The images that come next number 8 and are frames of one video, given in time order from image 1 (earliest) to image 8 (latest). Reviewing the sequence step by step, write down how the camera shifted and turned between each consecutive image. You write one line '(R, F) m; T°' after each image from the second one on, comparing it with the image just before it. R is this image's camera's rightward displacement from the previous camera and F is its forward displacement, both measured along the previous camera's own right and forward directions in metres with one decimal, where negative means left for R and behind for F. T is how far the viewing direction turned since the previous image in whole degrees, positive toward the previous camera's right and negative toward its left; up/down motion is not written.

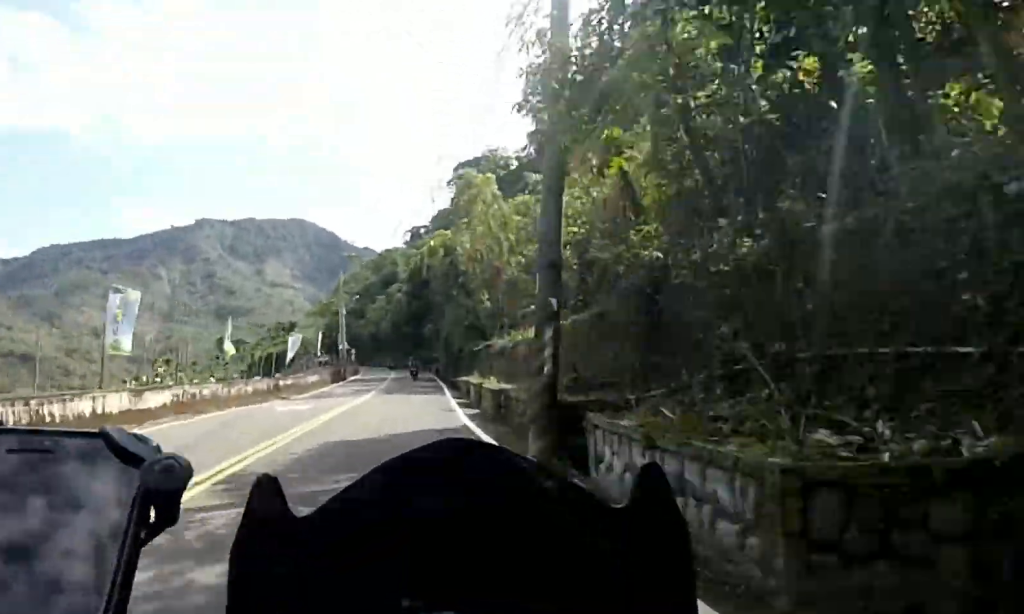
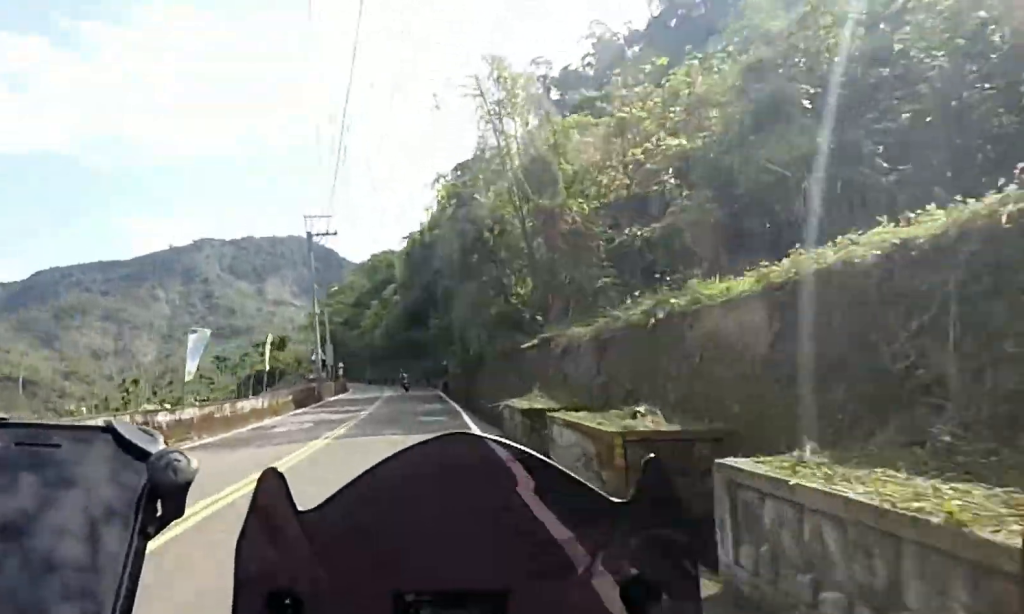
(+0.2, +15.1) m; -1°
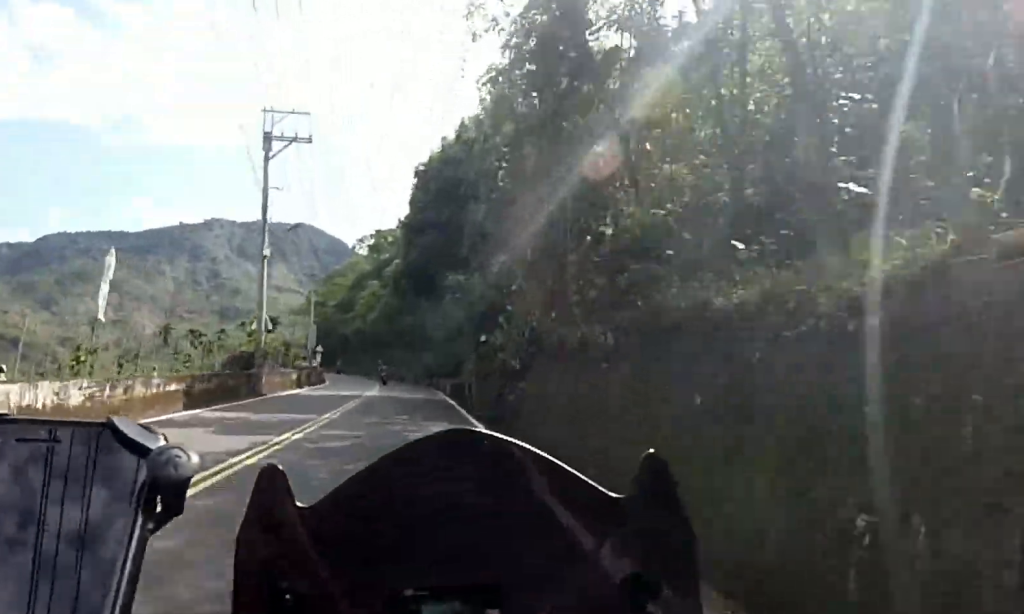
(+0.4, +14.5) m; -2°
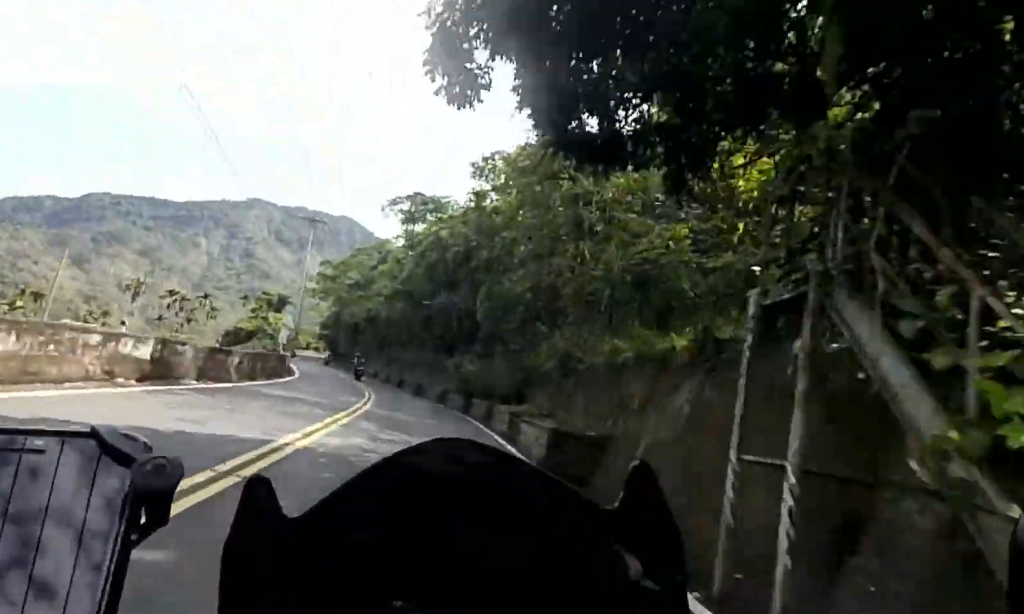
(-1.2, +19.5) m; -3°
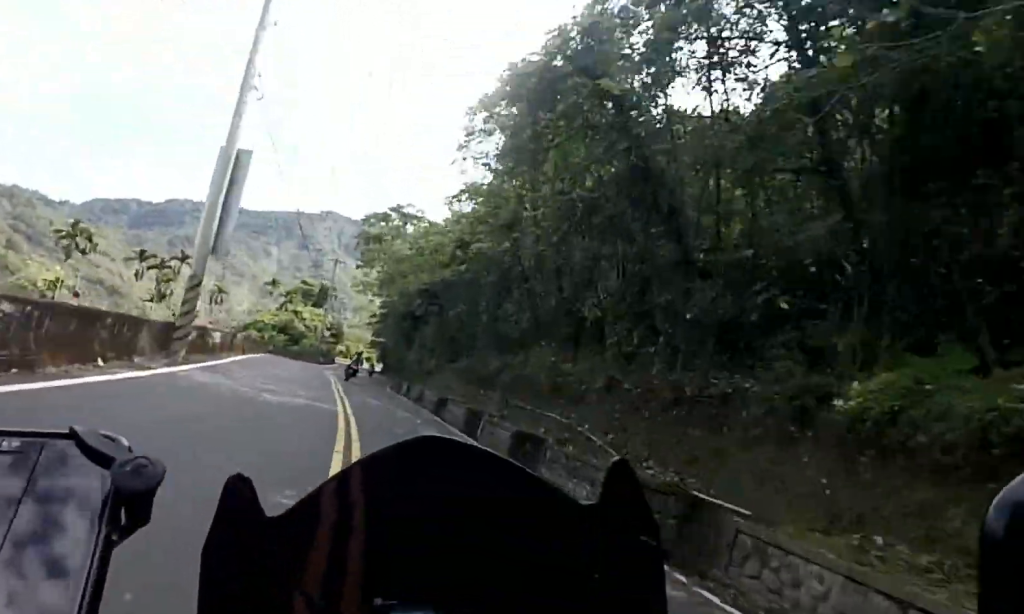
(-0.6, +27.8) m; -1°
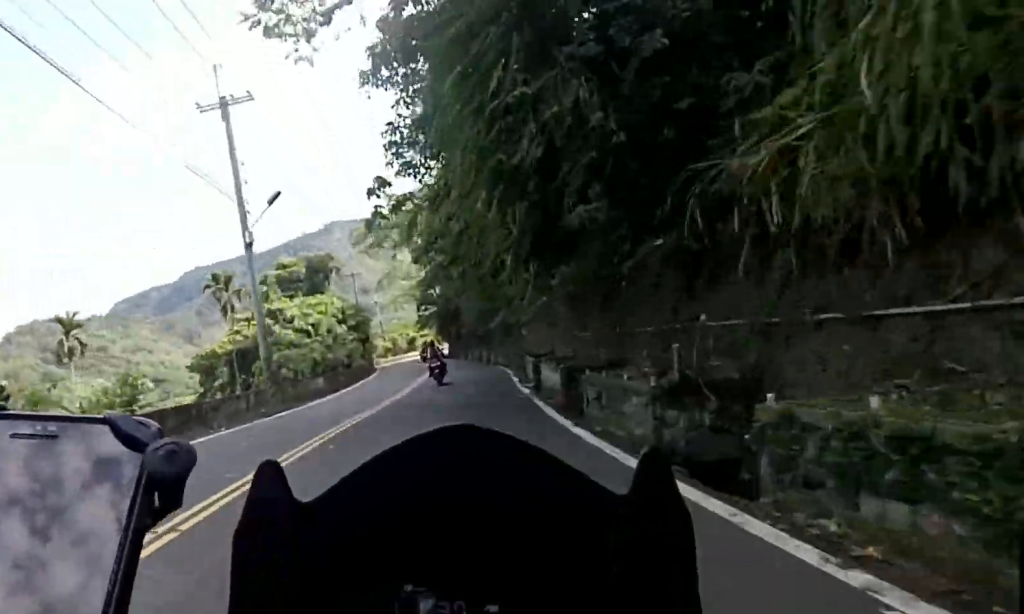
(-0.5, +36.9) m; -2°
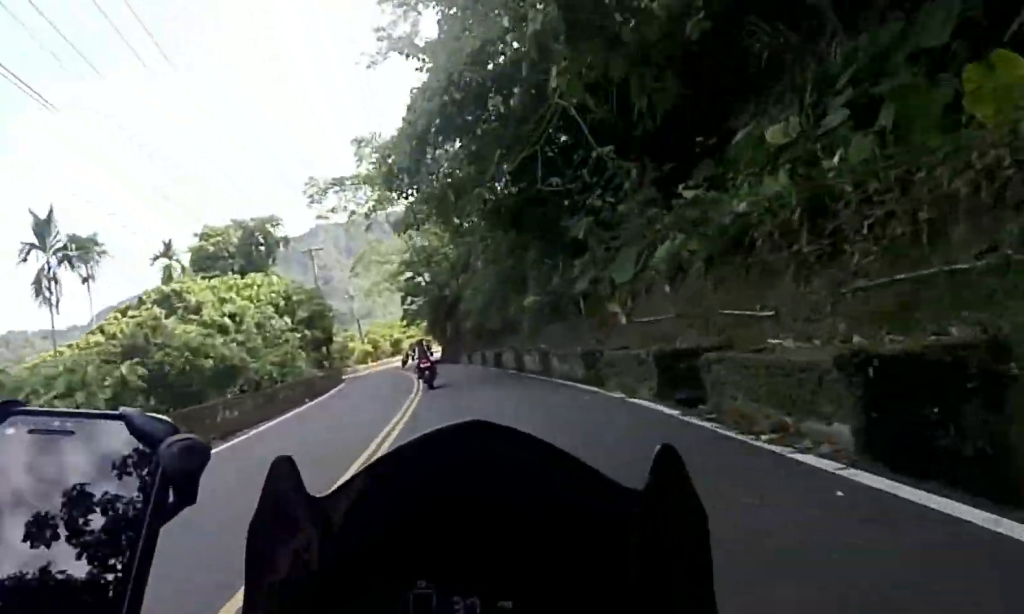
(-0.2, +17.3) m; -2°
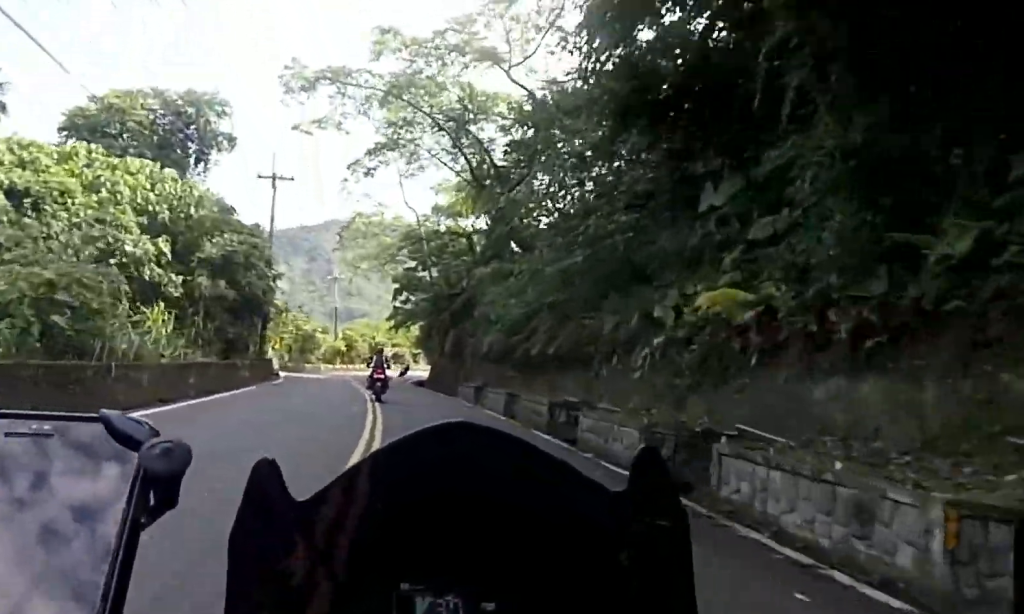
(+0.3, +16.2) m; -4°
